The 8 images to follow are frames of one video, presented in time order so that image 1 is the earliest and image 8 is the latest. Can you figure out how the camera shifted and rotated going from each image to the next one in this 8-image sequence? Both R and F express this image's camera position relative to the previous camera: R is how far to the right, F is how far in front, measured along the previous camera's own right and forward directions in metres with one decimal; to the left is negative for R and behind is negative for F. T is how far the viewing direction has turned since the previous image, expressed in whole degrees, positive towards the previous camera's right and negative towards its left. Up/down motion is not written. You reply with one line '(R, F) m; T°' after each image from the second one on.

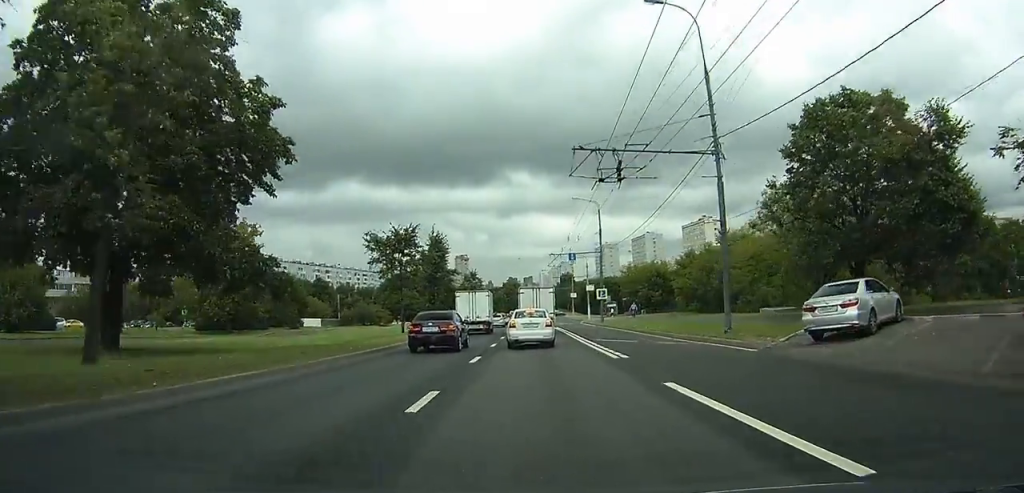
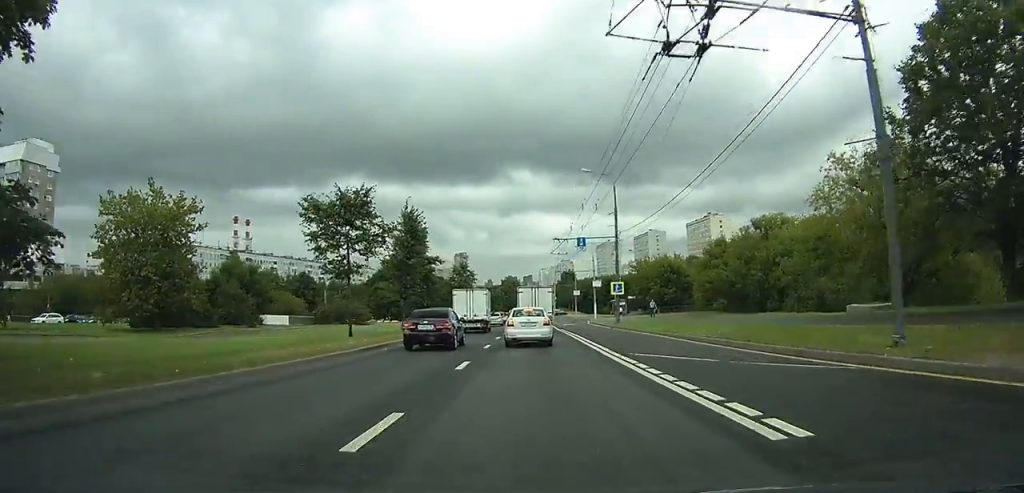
(0.0, +10.3) m; 0°
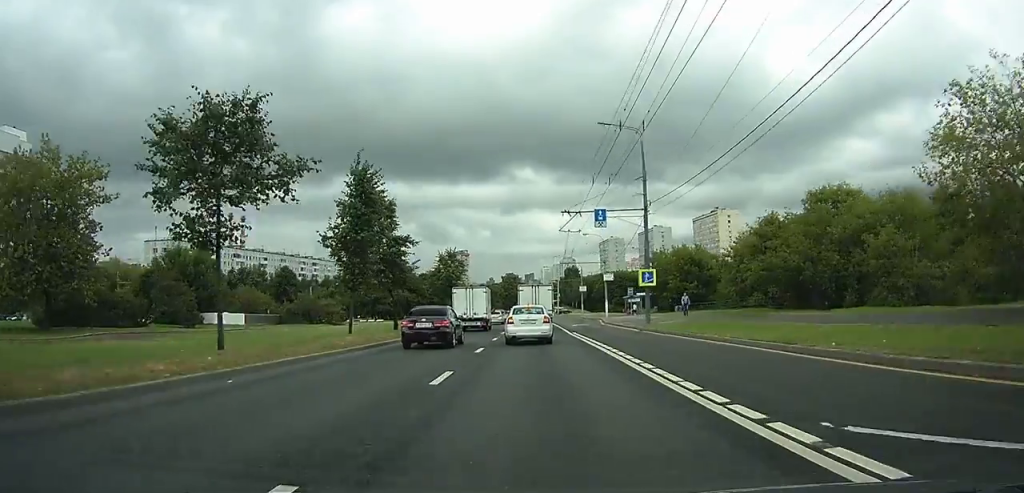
(-0.1, +11.2) m; 0°
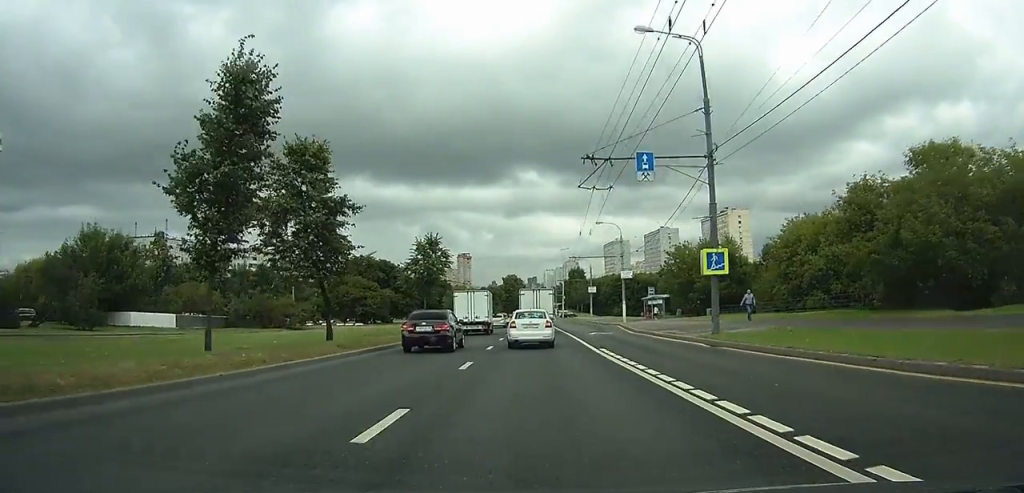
(0.0, +12.2) m; 0°
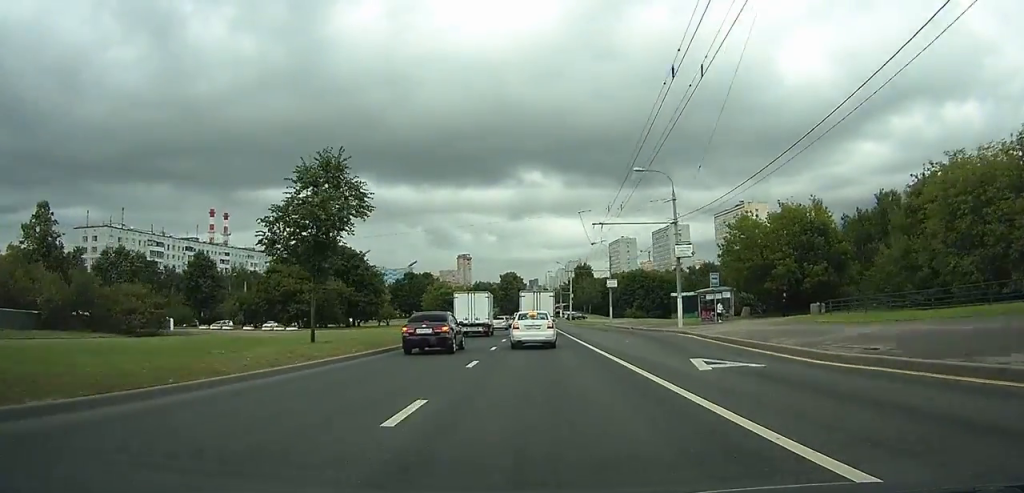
(+0.1, +22.8) m; +1°
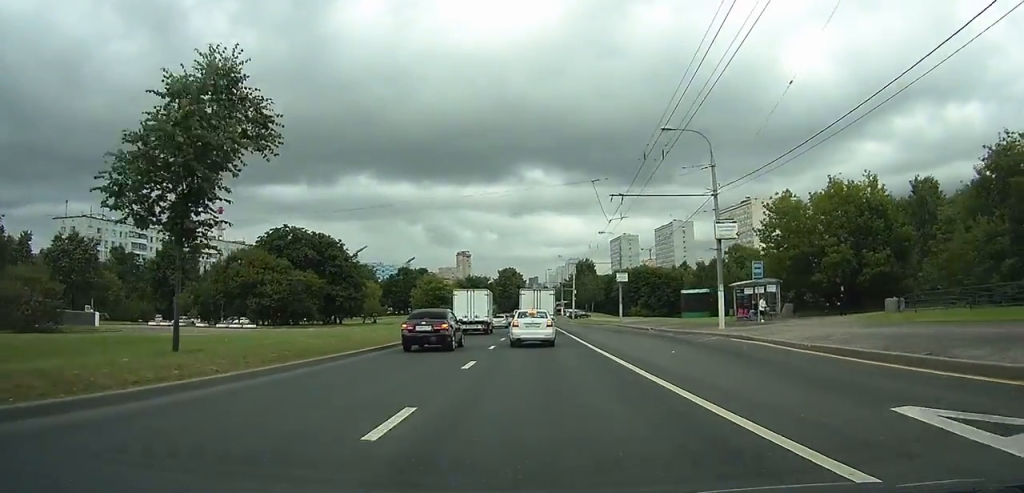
(0.0, +8.6) m; 0°
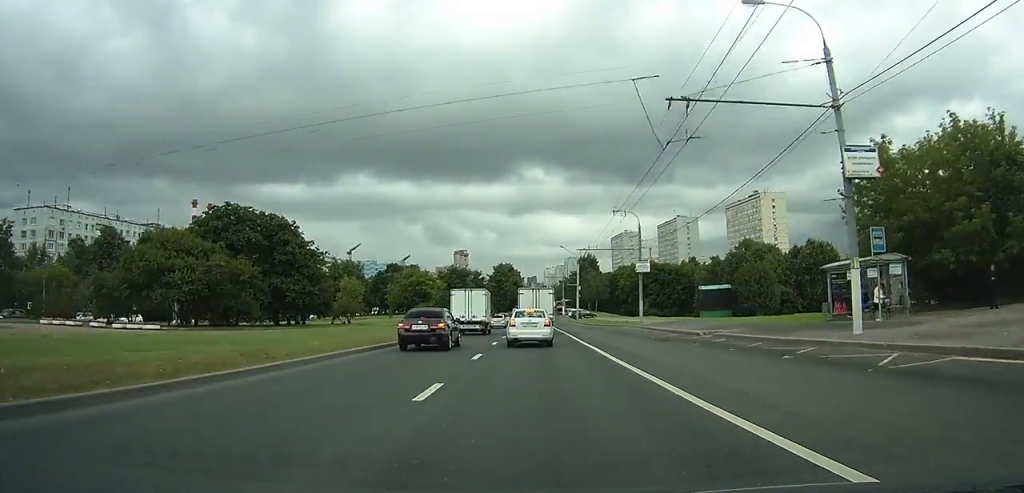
(0.0, +13.2) m; 0°
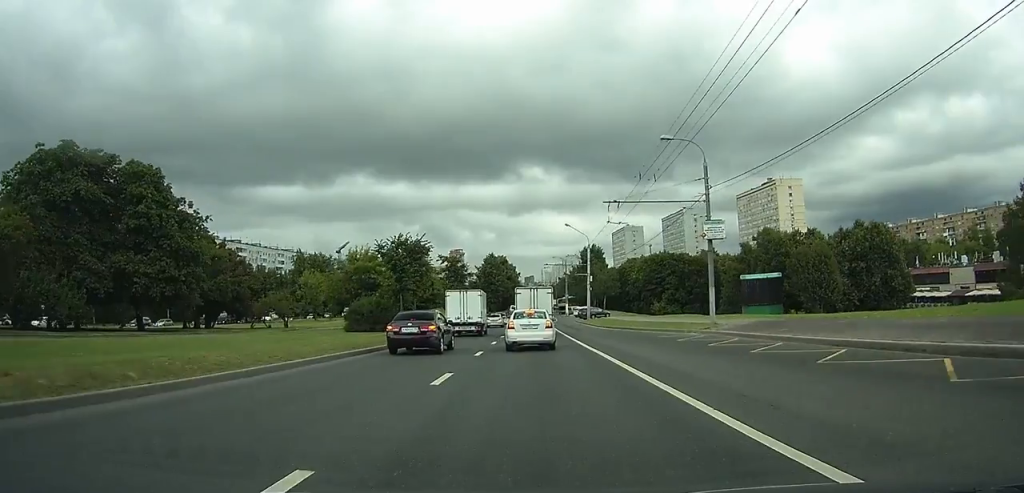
(0.0, +21.4) m; 0°
